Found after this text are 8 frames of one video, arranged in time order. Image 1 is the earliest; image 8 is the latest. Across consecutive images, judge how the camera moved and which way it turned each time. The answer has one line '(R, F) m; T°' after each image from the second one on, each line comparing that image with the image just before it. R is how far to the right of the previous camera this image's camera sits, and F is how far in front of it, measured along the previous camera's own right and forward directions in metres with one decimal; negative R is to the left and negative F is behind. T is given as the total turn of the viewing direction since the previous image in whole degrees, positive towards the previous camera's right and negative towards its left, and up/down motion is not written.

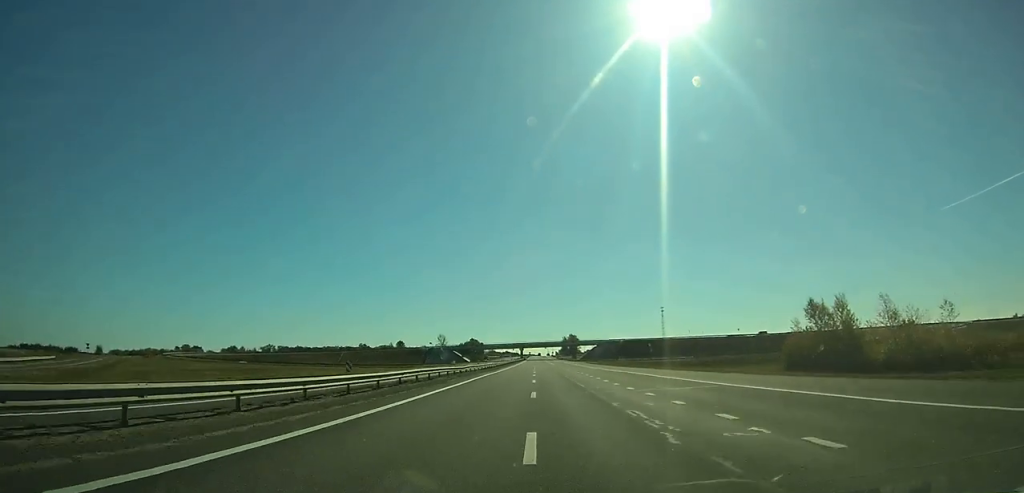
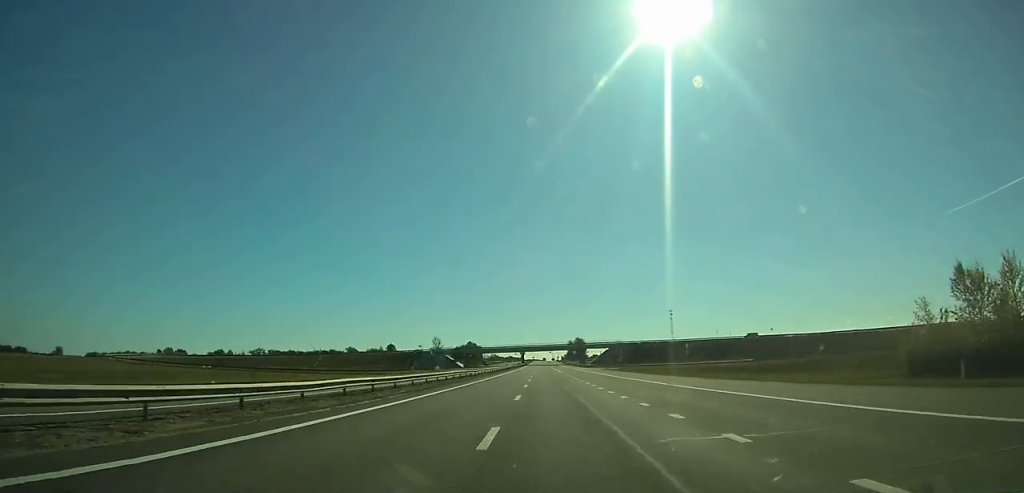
(0.0, +34.4) m; 0°
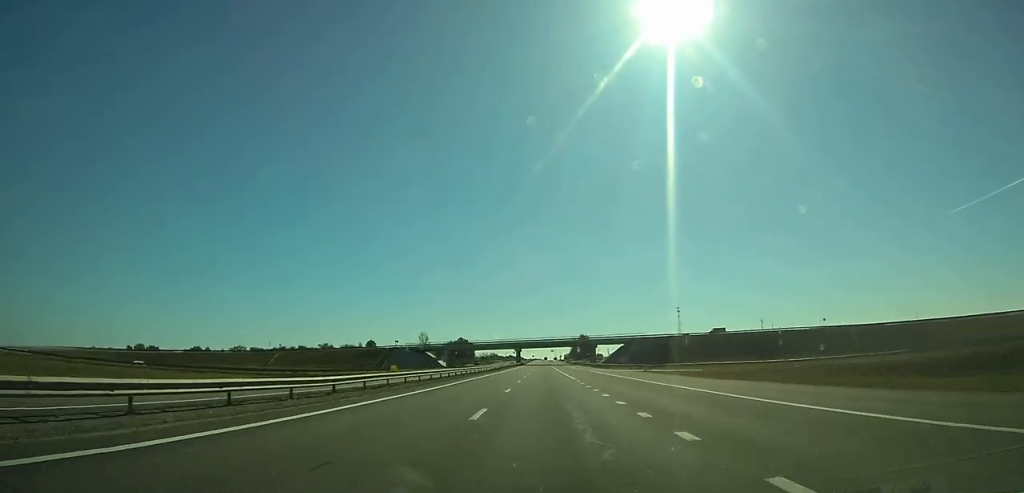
(-0.1, +43.5) m; 0°
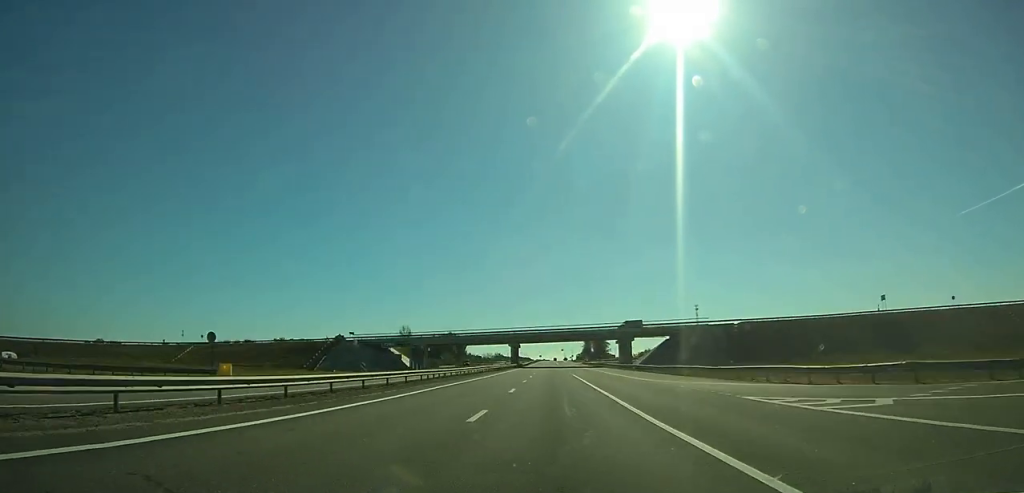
(-0.3, +60.0) m; 0°
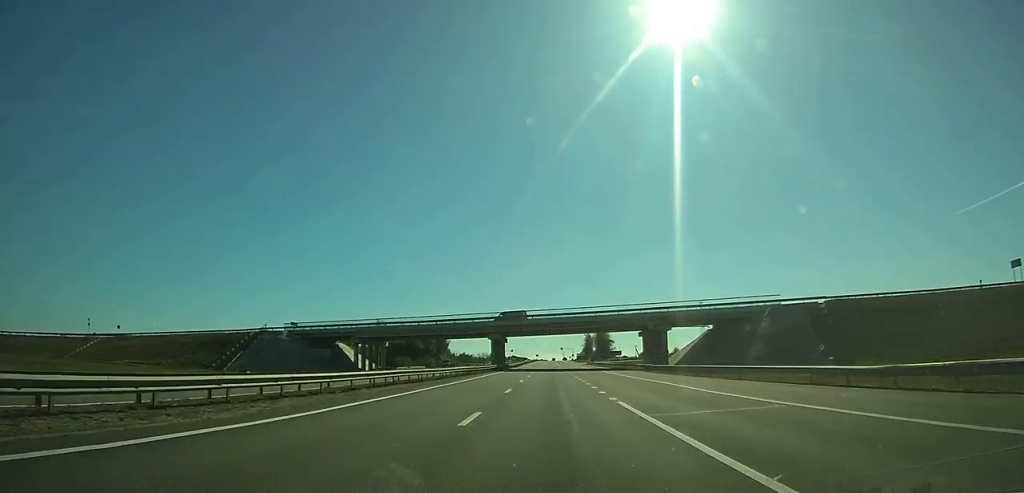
(0.0, +36.4) m; 0°
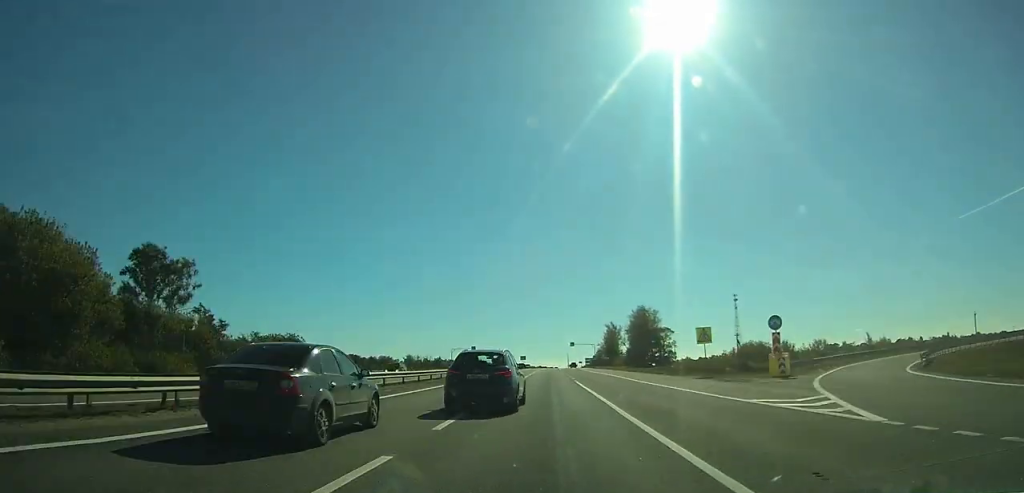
(-0.5, +160.9) m; 0°
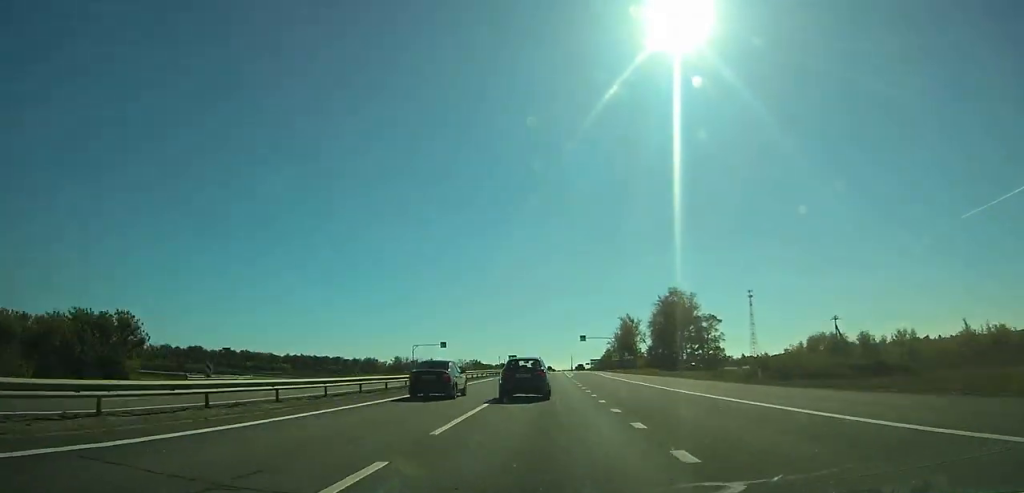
(+0.1, +47.7) m; 0°
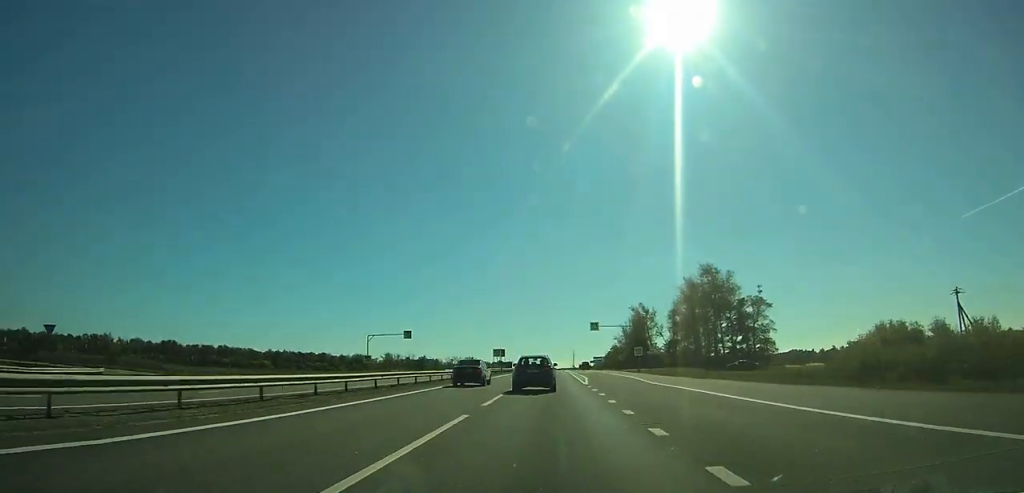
(0.0, +29.5) m; 0°
